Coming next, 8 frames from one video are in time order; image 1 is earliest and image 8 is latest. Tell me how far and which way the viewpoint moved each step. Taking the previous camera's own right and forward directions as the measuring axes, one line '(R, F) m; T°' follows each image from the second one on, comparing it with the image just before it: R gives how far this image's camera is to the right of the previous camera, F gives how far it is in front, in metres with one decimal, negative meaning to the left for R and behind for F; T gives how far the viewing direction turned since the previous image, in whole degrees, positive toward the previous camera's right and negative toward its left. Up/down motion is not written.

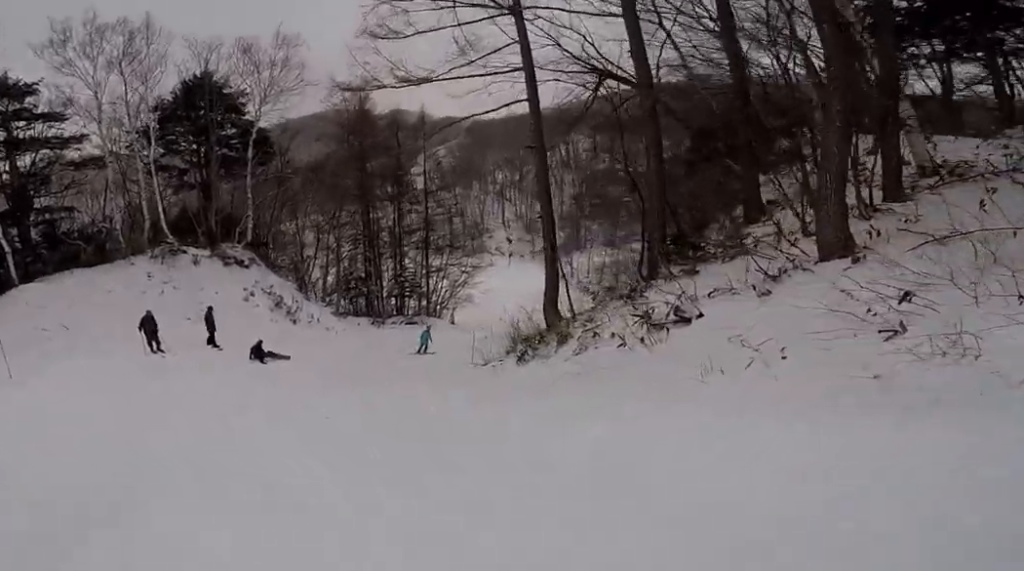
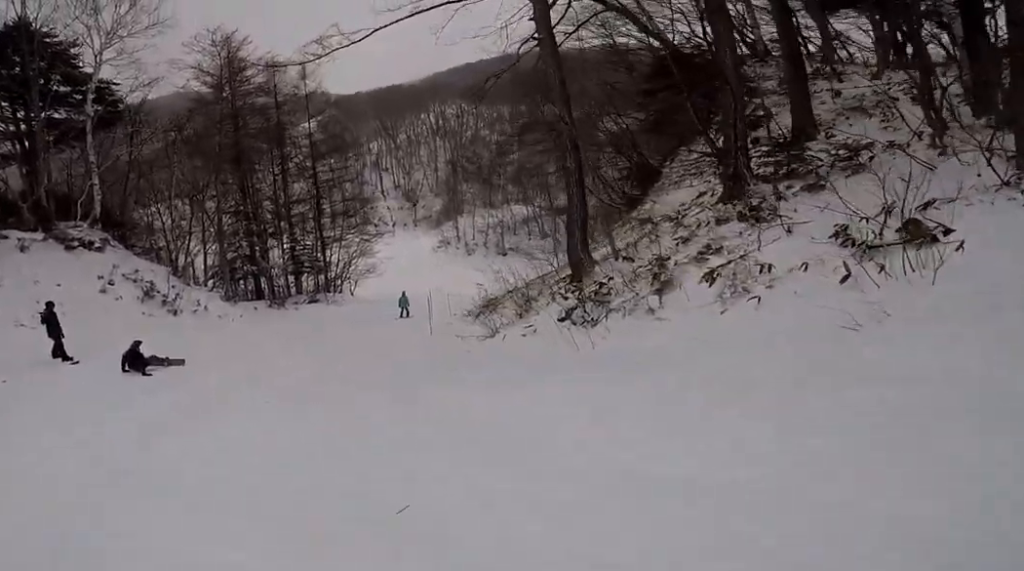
(+0.6, +4.6) m; +23°
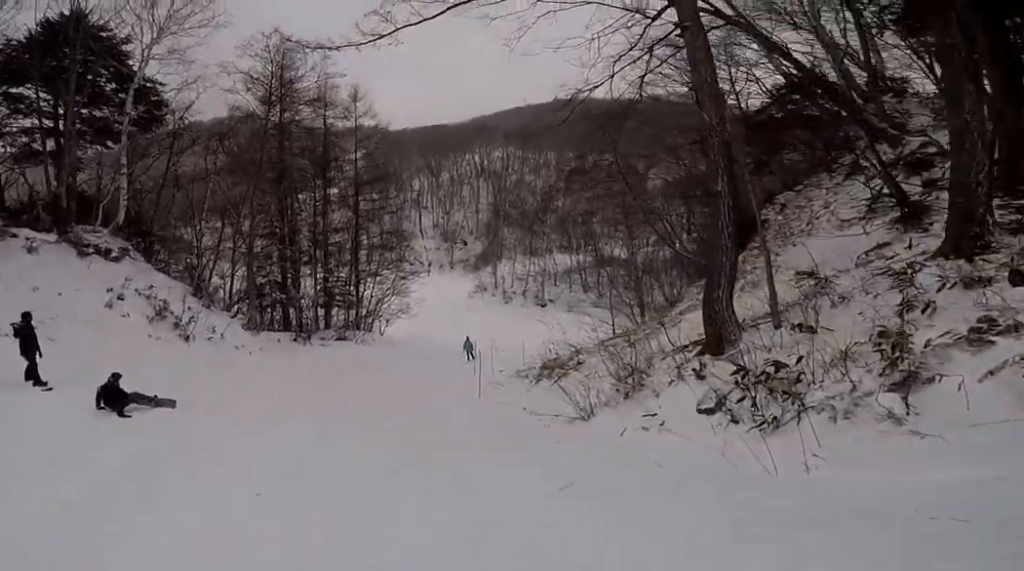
(+0.7, +3.3) m; +12°
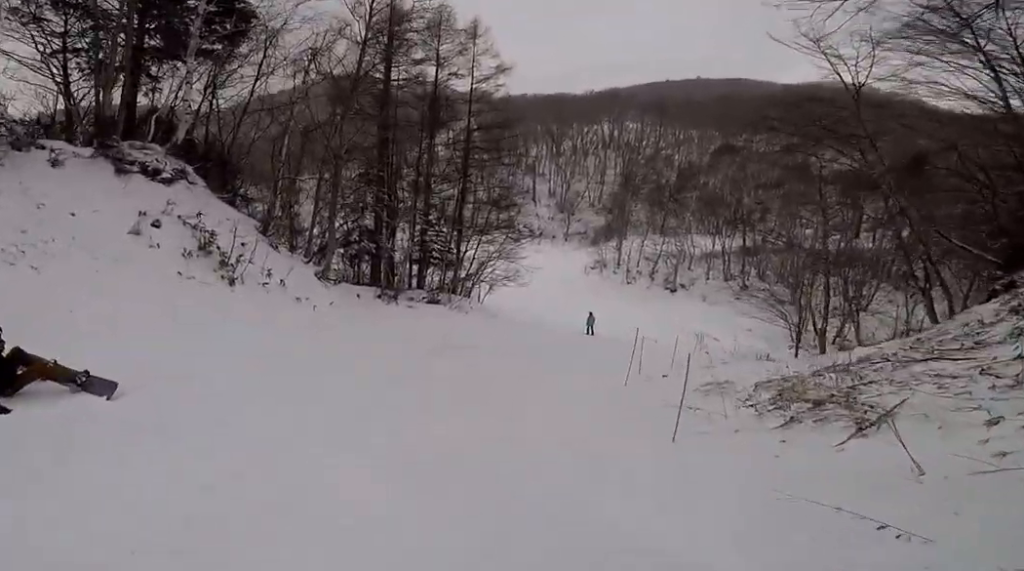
(-0.4, +6.2) m; -5°
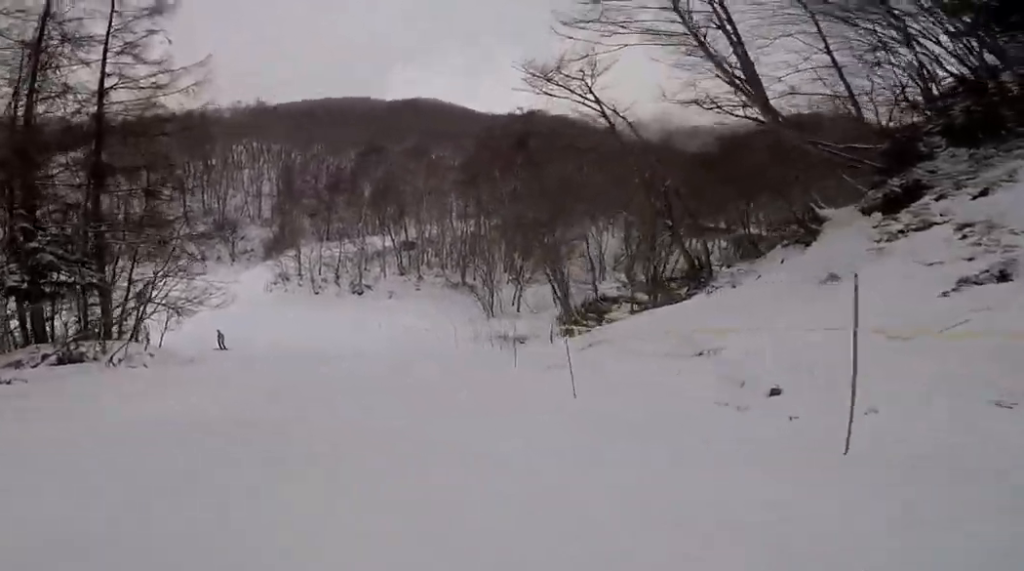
(+2.5, +9.2) m; +28°
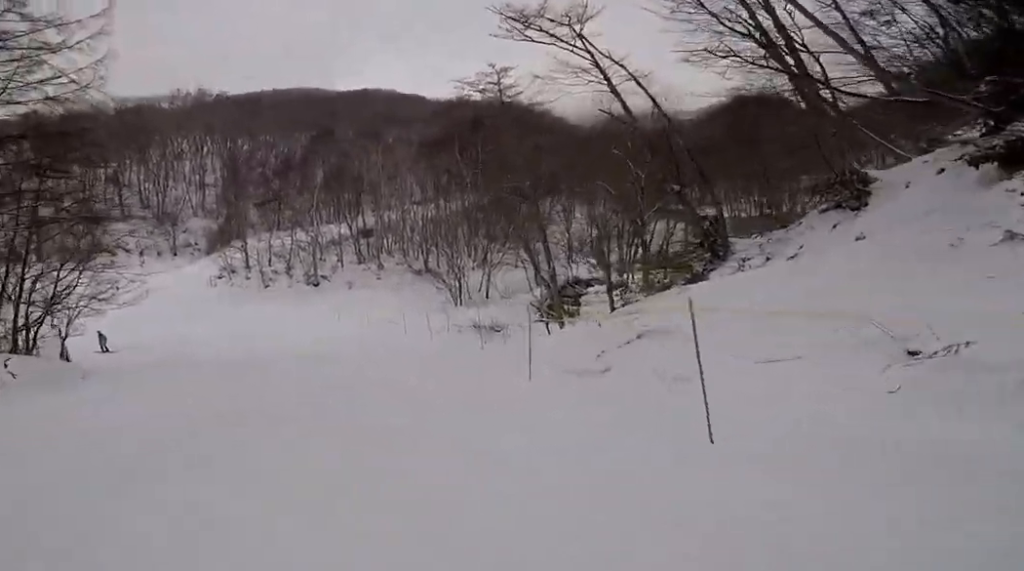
(-0.1, +4.4) m; -6°
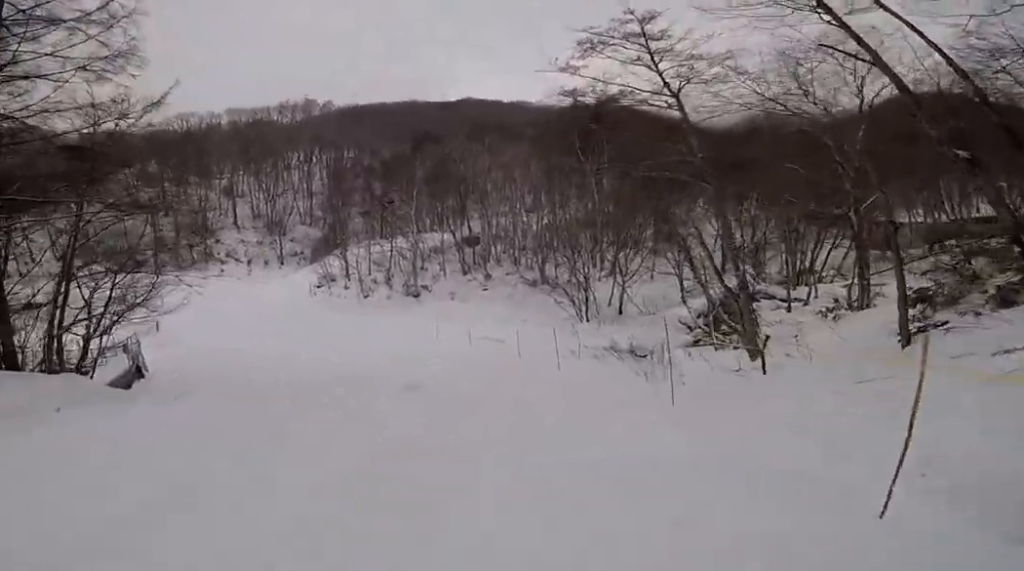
(-0.5, +5.8) m; -6°
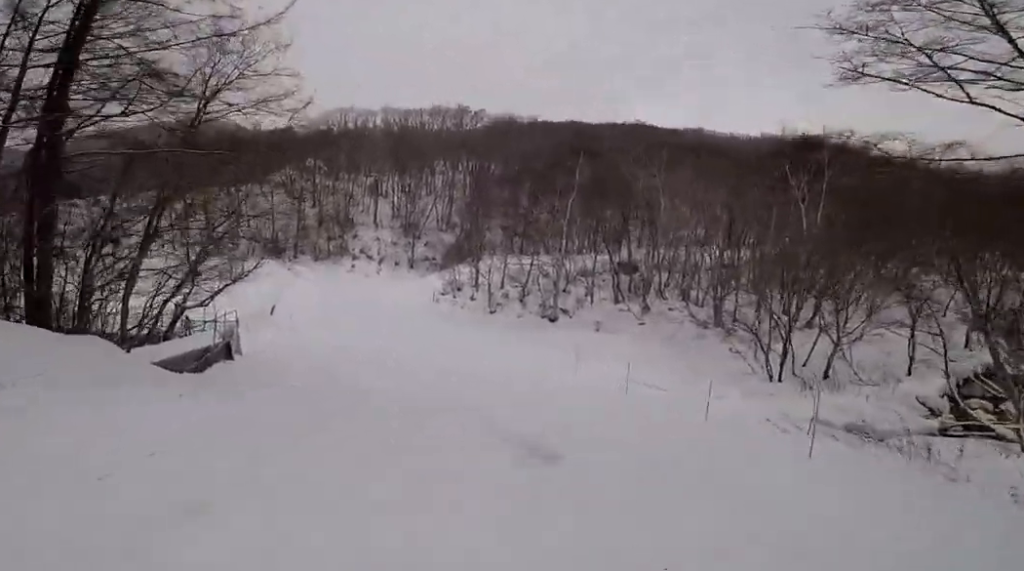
(-0.2, +5.1) m; -3°
